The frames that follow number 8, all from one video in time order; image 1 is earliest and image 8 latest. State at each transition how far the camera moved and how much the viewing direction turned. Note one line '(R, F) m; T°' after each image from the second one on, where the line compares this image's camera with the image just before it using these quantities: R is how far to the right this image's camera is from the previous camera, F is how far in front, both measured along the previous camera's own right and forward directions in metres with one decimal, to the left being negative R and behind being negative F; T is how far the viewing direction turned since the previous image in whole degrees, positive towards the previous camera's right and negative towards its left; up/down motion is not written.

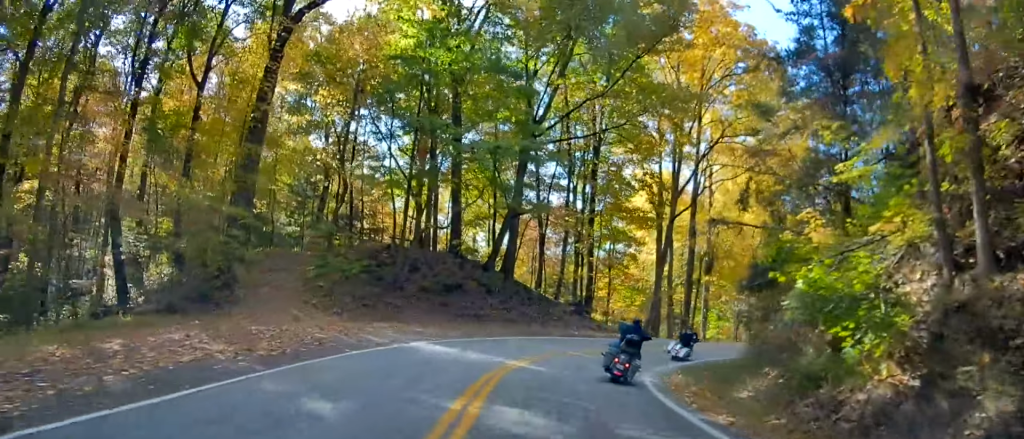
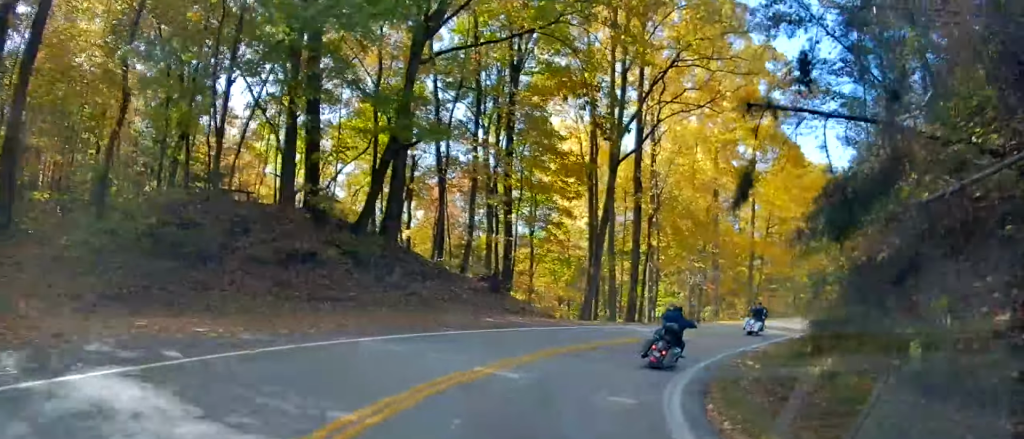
(-0.8, +10.4) m; +5°
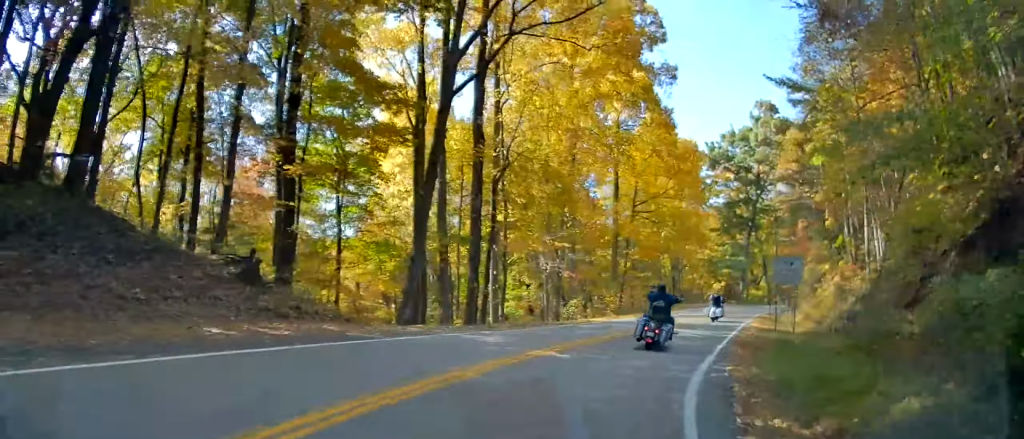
(+1.2, +9.9) m; +17°
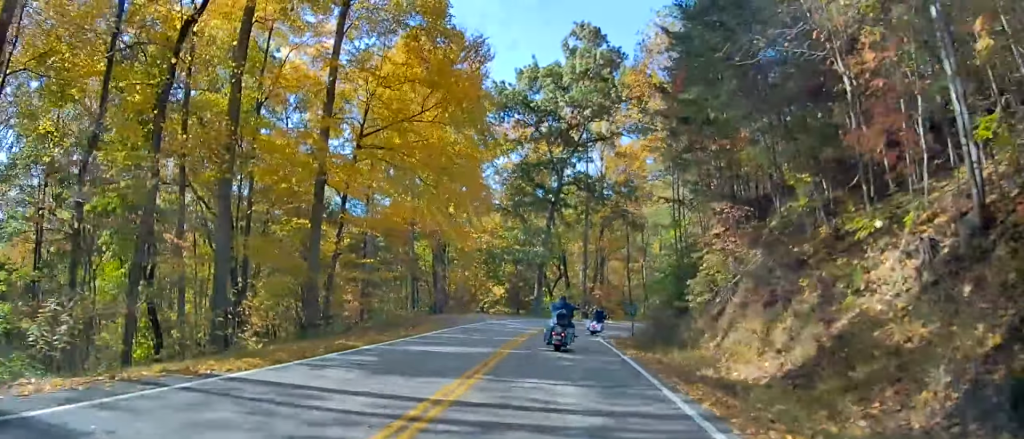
(+7.6, +23.7) m; +26°
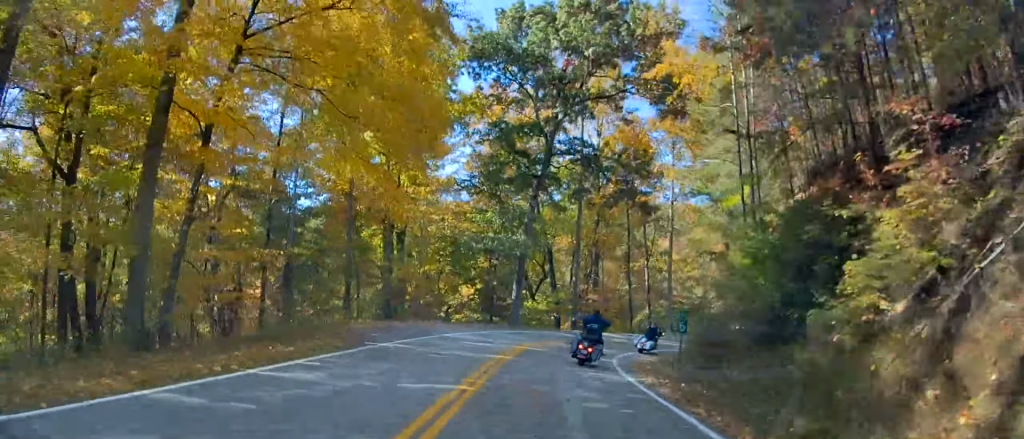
(-0.1, +12.1) m; +5°
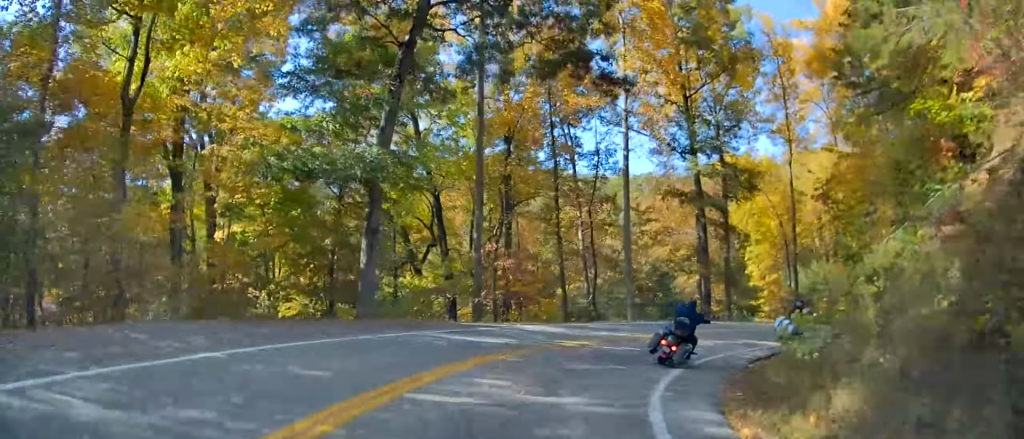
(+1.9, +18.6) m; +10°
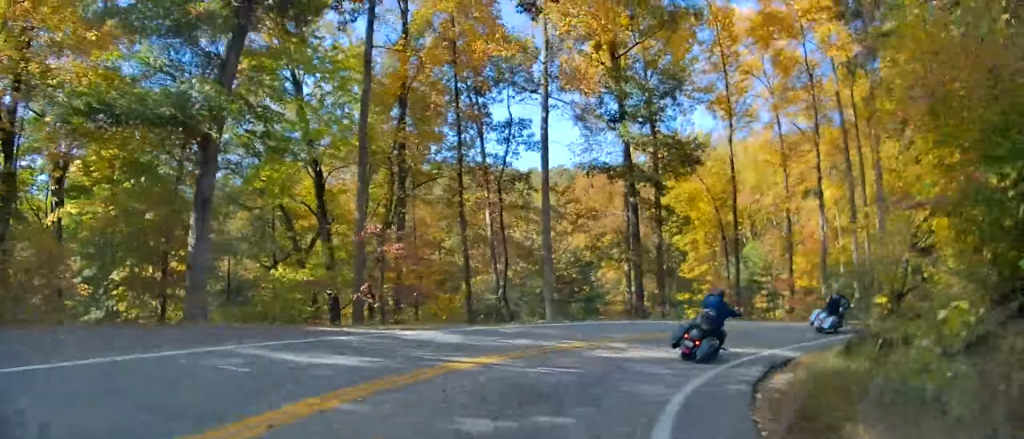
(-0.4, +6.8) m; +5°
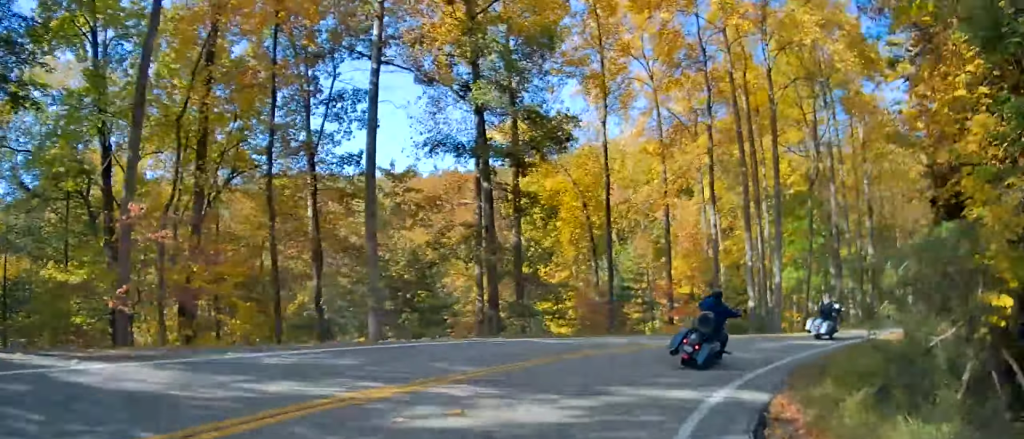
(+1.0, +7.3) m; +11°
